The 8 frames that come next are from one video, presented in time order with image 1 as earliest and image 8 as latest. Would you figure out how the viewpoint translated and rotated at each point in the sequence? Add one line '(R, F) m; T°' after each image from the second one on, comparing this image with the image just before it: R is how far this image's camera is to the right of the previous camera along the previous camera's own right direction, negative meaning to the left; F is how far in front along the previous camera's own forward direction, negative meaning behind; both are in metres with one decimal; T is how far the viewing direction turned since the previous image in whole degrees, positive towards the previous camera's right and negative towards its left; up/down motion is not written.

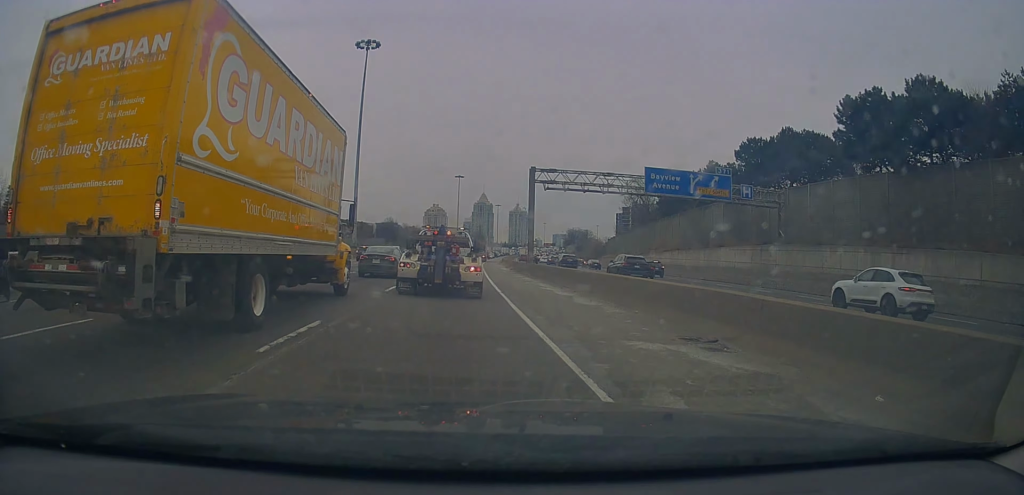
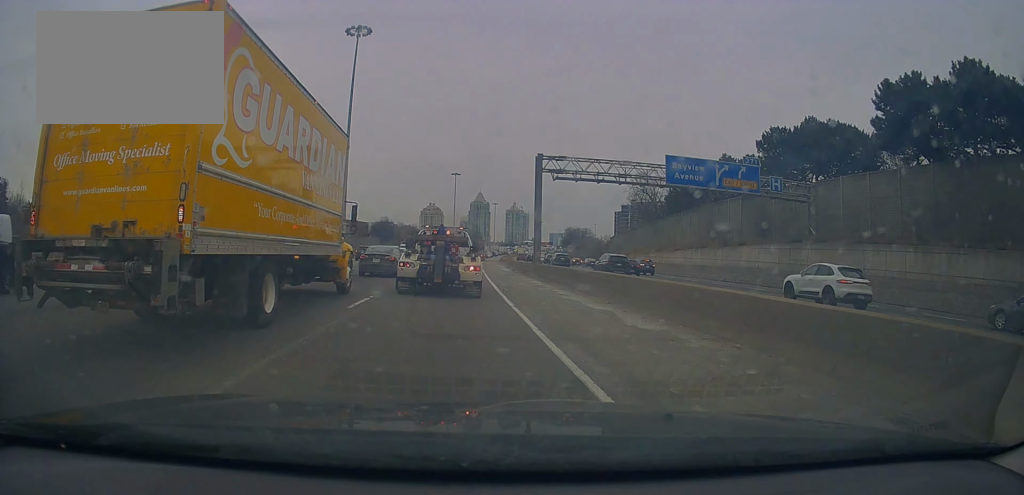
(+0.1, +6.0) m; 0°
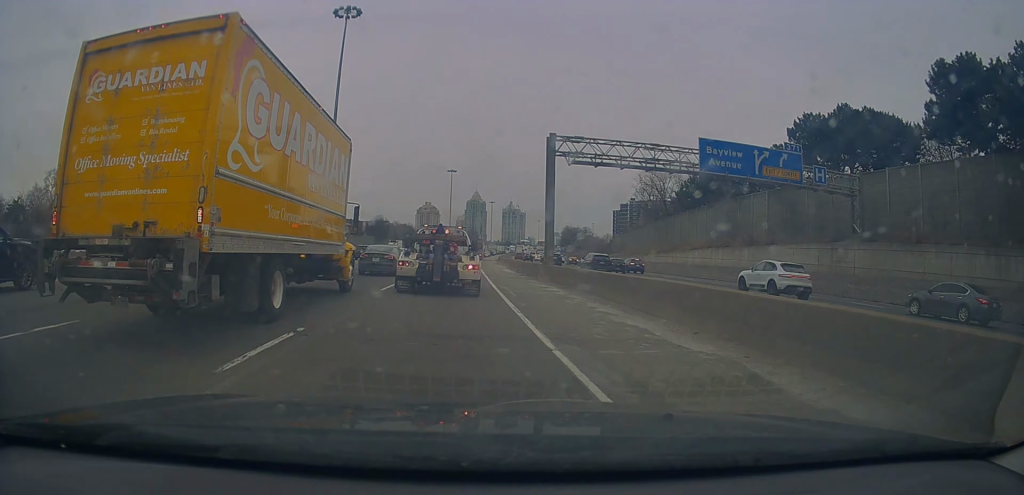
(0.0, +6.5) m; -1°
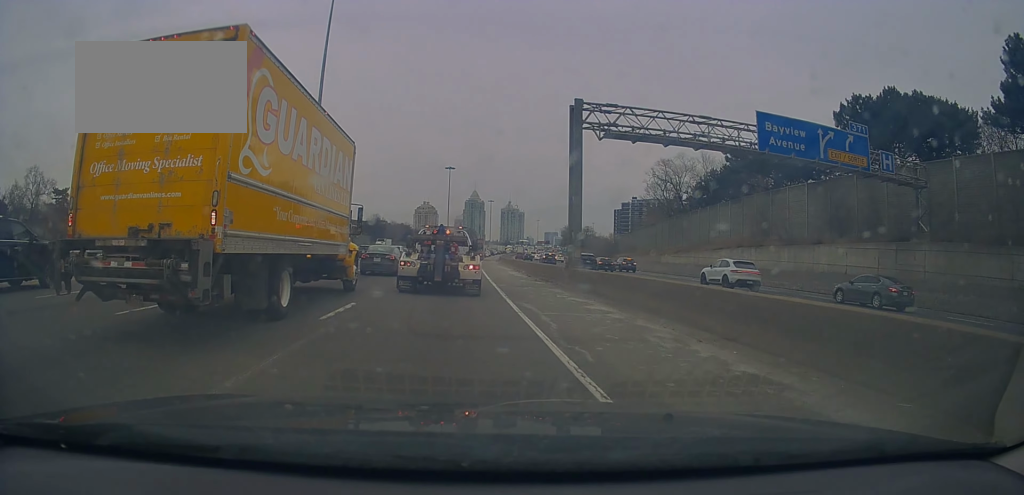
(-0.1, +8.0) m; -1°
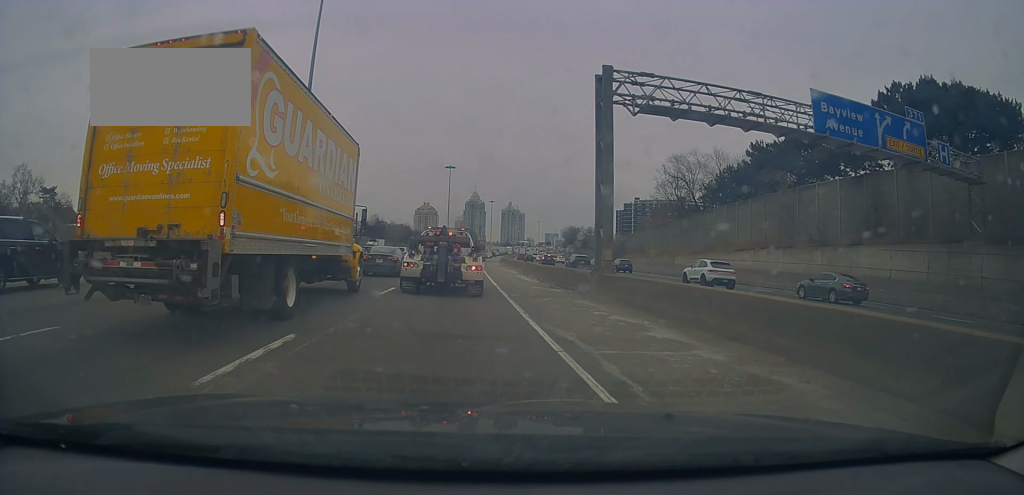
(-0.2, +5.2) m; 0°
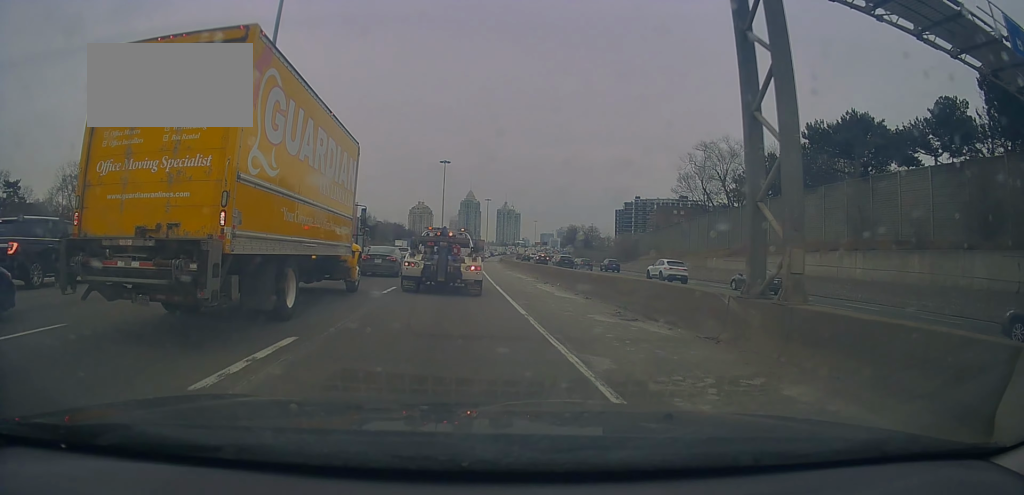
(+0.2, +12.2) m; +3°
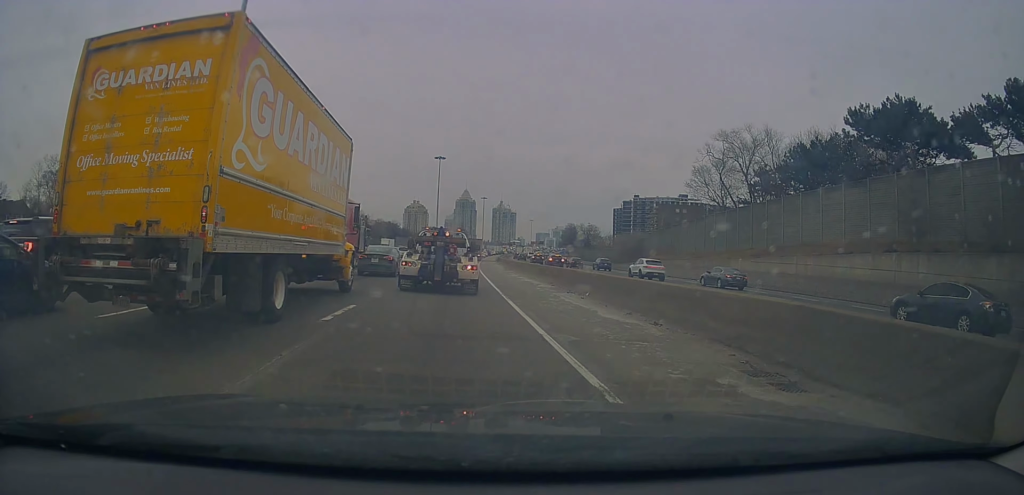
(+0.2, +7.7) m; +1°
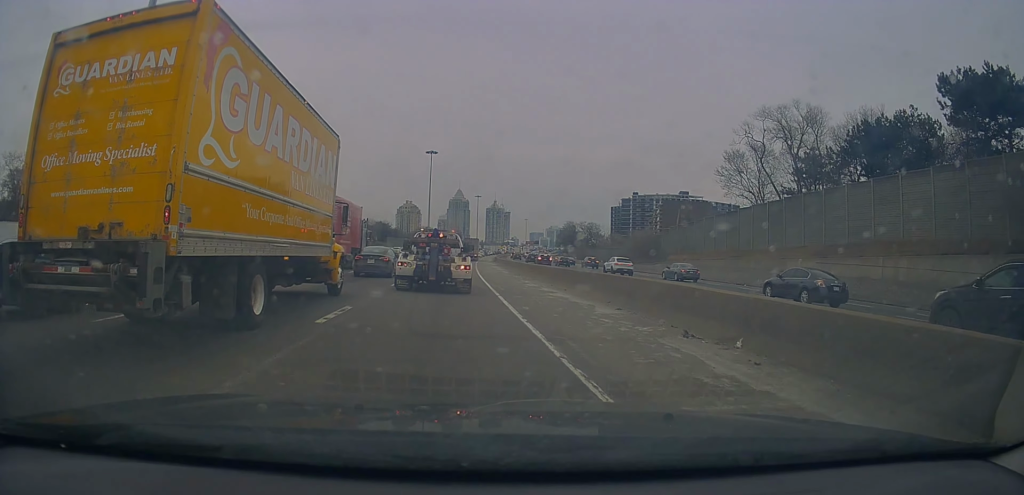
(0.0, +13.1) m; -1°
